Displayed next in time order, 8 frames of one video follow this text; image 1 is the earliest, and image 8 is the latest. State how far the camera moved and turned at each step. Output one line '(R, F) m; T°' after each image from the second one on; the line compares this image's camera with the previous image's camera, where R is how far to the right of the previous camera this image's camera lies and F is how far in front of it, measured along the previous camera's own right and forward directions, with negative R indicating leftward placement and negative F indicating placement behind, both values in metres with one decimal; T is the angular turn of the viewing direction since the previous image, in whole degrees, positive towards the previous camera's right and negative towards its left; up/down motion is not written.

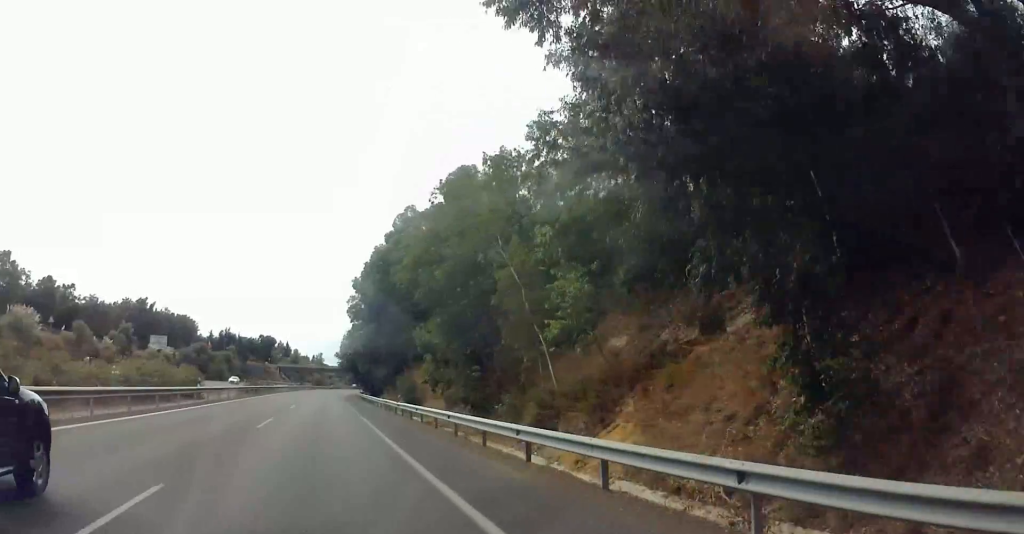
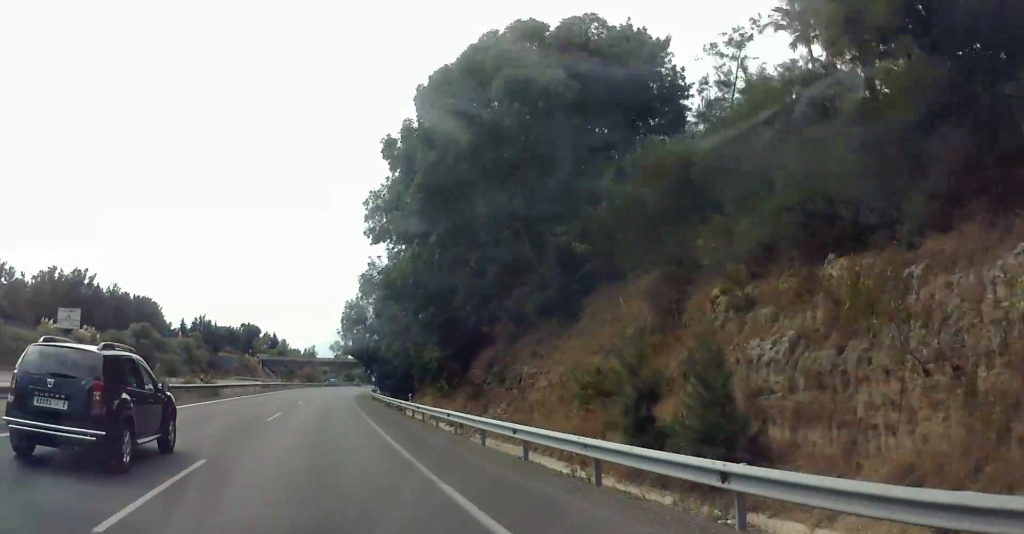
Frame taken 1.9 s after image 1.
(-0.1, +47.6) m; +1°
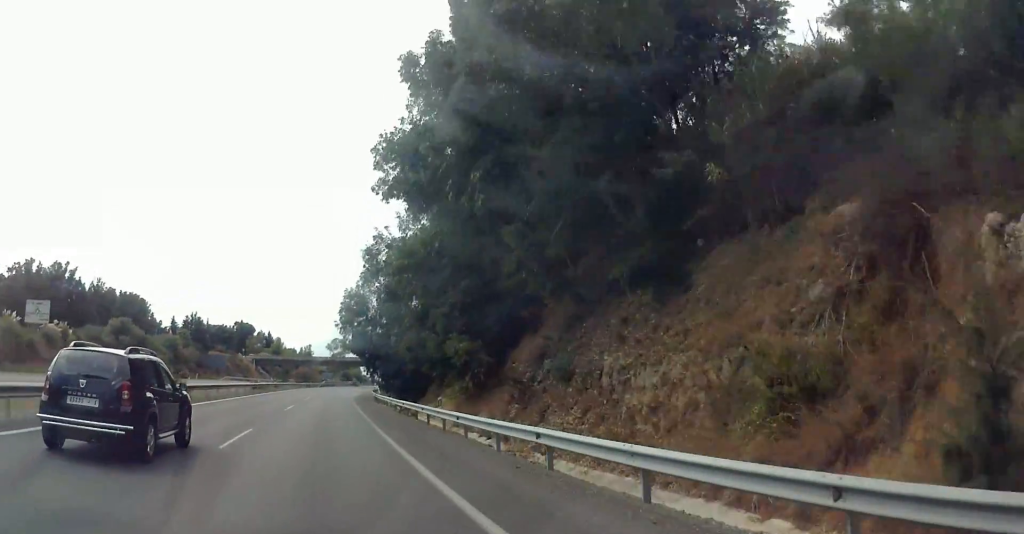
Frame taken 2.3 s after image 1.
(0.0, +9.9) m; 0°
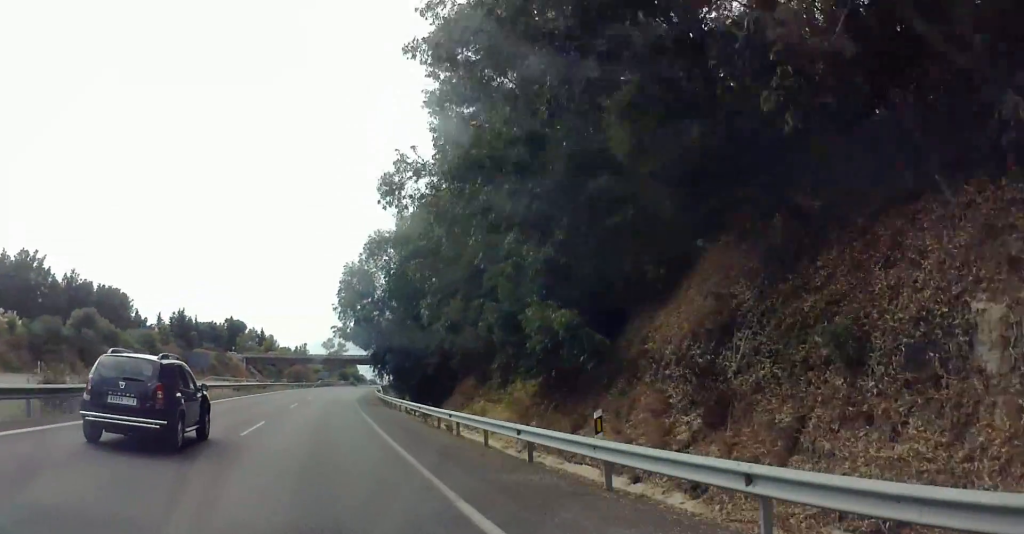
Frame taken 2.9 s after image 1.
(+0.1, +14.8) m; 0°
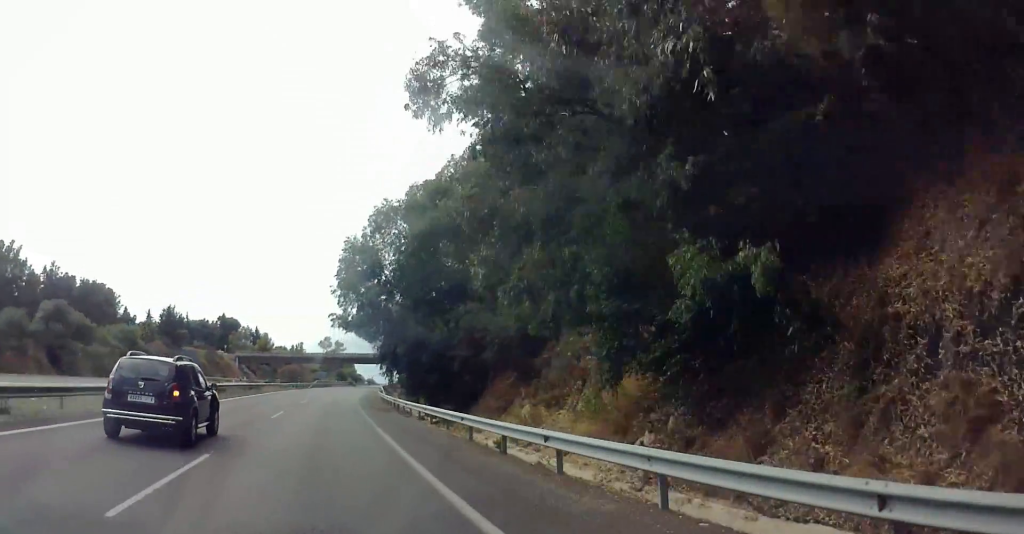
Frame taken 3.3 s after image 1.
(0.0, +9.9) m; +1°
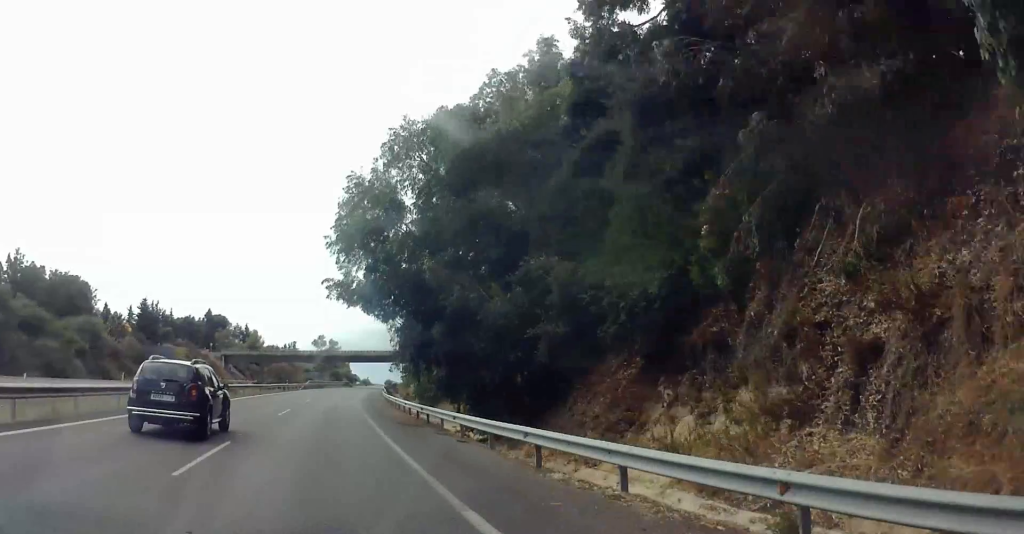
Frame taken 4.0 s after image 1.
(-0.2, +15.8) m; +2°
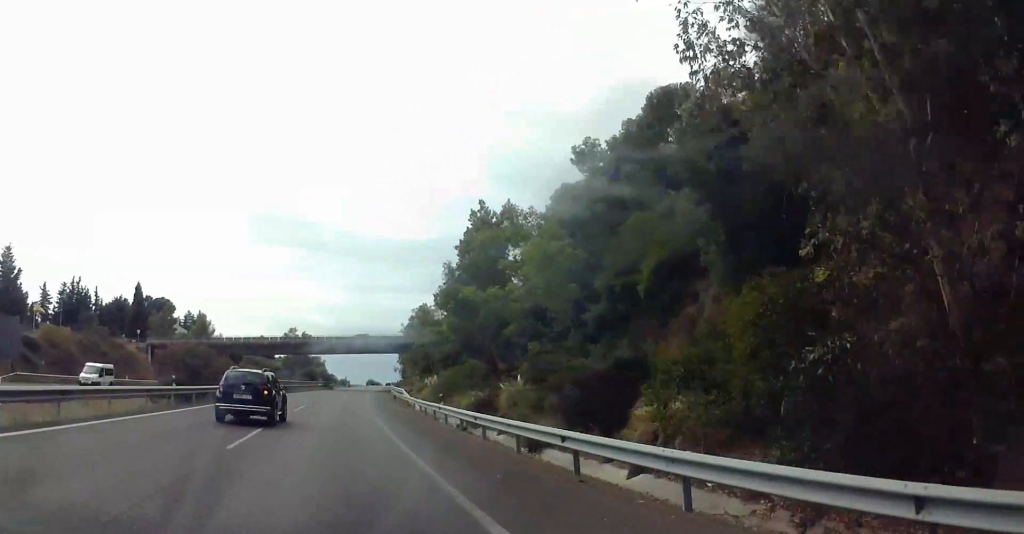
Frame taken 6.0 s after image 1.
(+2.9, +49.7) m; +4°
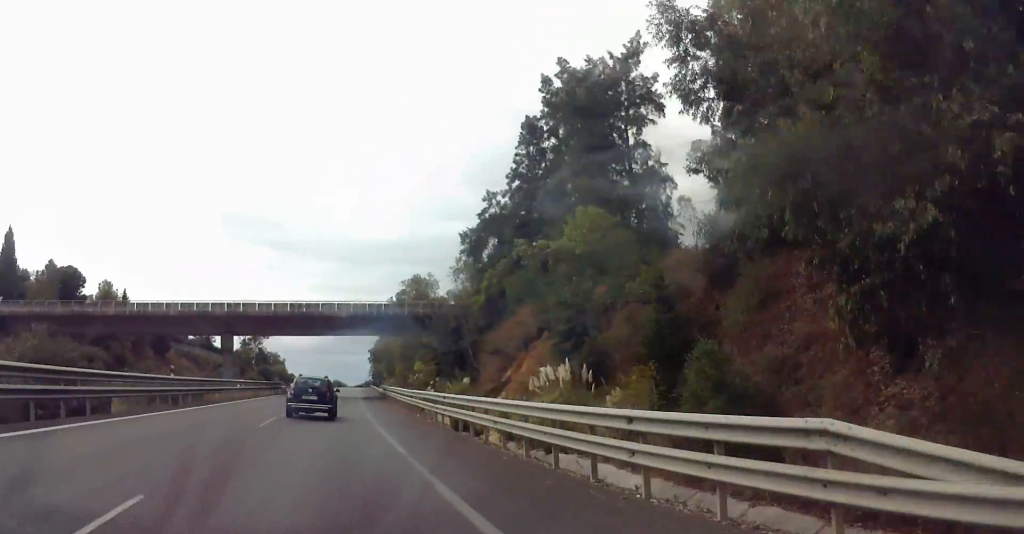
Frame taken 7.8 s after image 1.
(-0.1, +45.8) m; 0°
